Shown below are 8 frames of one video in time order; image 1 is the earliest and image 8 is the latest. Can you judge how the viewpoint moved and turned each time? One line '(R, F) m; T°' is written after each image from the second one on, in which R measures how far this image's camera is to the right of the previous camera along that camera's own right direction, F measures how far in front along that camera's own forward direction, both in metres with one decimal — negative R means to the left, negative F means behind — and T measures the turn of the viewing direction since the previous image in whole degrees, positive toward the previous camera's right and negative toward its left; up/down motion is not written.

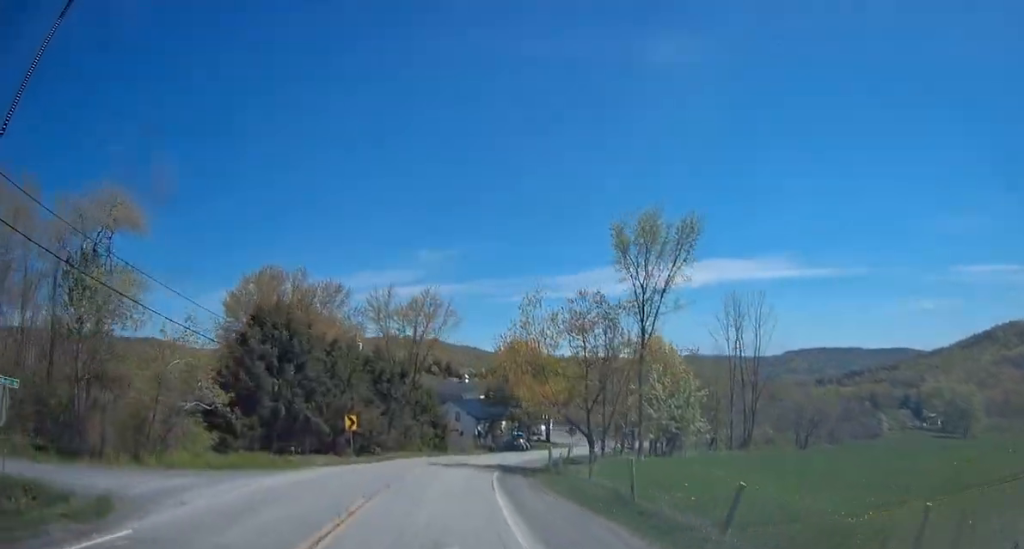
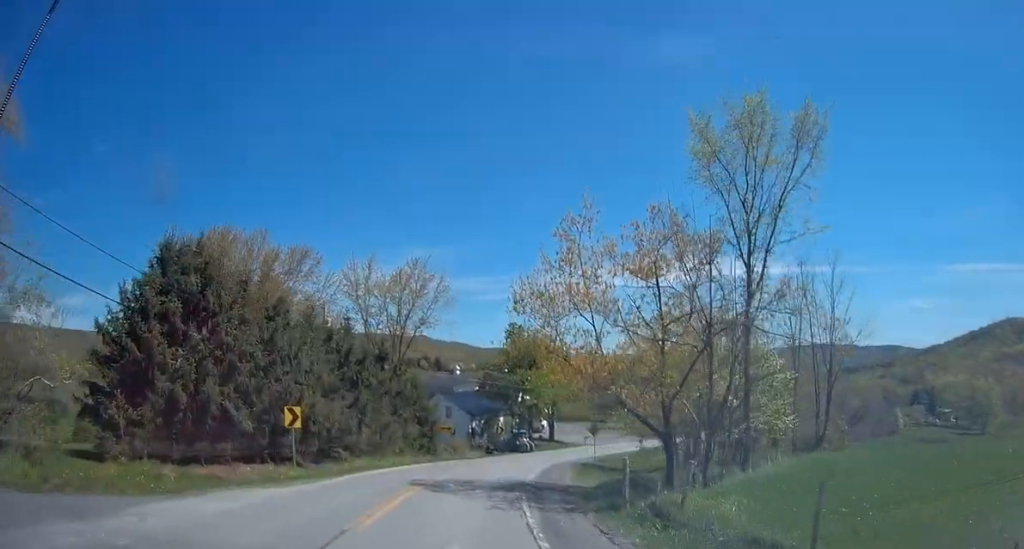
(0.0, +11.8) m; +1°
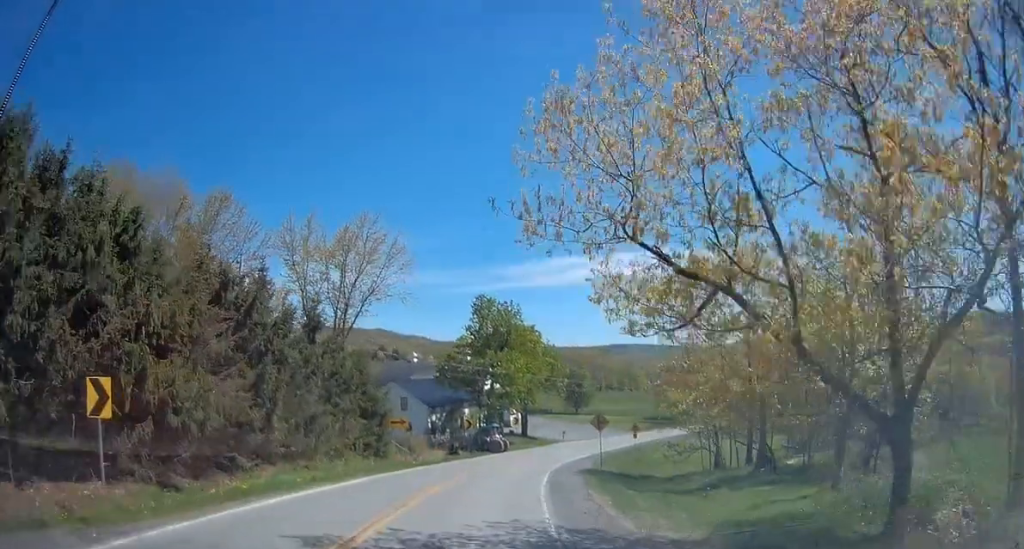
(+0.1, +12.1) m; +4°
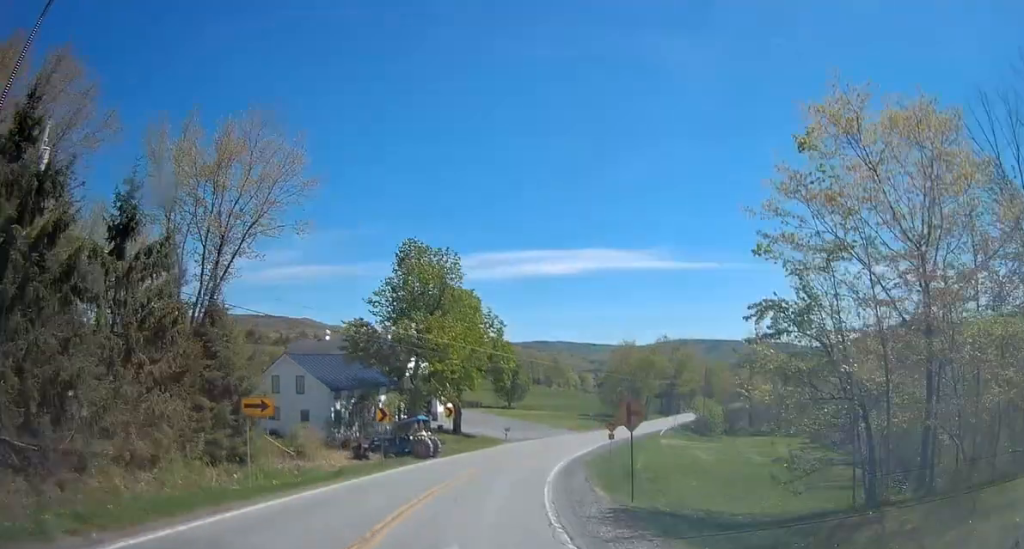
(+1.0, +15.9) m; +6°
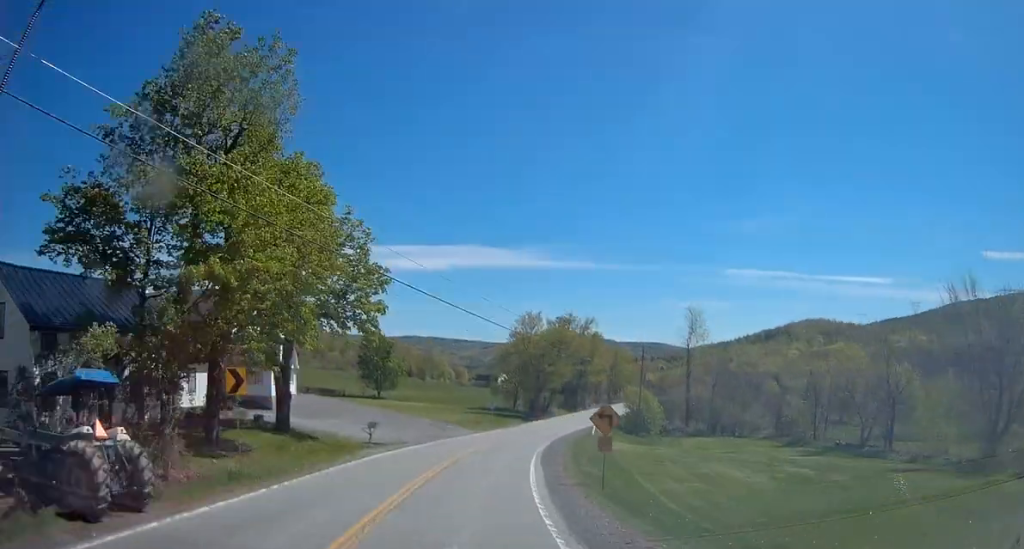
(+2.3, +24.2) m; +12°
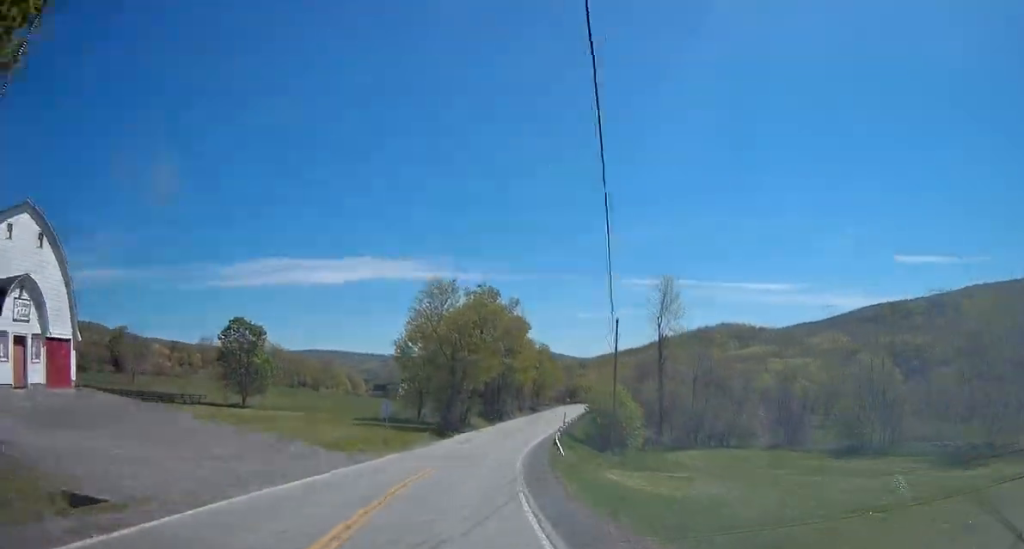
(+2.5, +24.4) m; +10°
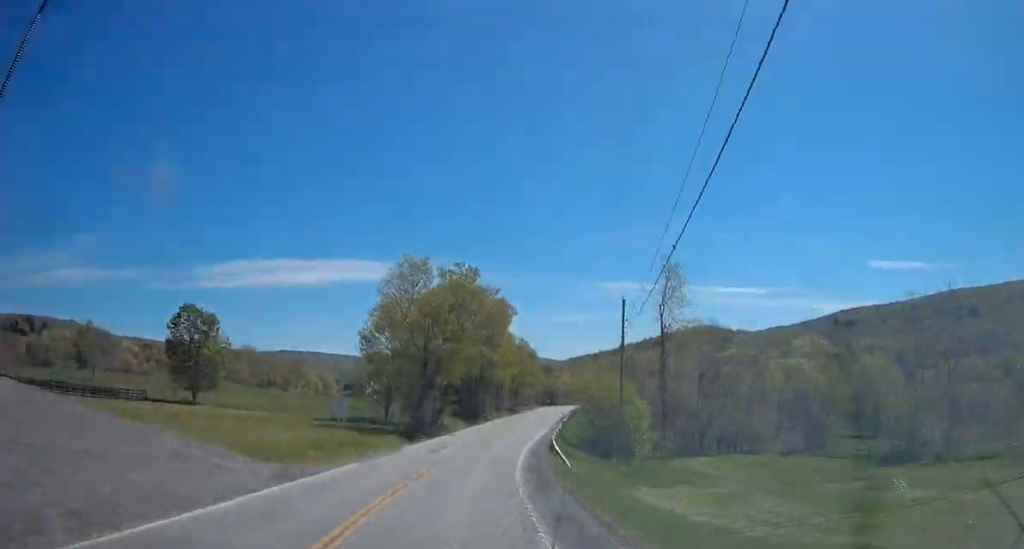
(+0.1, +8.3) m; +3°
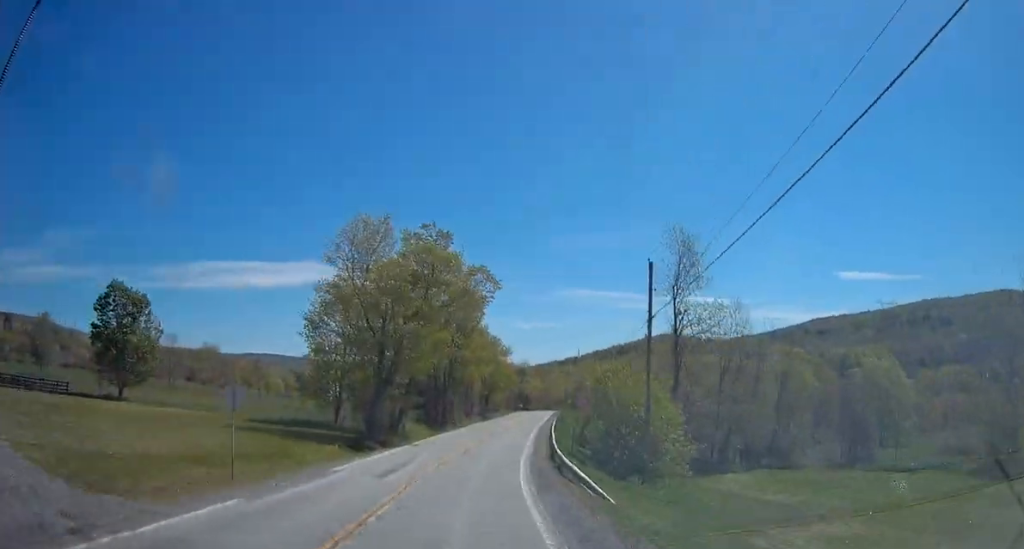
(+0.4, +10.6) m; +3°
